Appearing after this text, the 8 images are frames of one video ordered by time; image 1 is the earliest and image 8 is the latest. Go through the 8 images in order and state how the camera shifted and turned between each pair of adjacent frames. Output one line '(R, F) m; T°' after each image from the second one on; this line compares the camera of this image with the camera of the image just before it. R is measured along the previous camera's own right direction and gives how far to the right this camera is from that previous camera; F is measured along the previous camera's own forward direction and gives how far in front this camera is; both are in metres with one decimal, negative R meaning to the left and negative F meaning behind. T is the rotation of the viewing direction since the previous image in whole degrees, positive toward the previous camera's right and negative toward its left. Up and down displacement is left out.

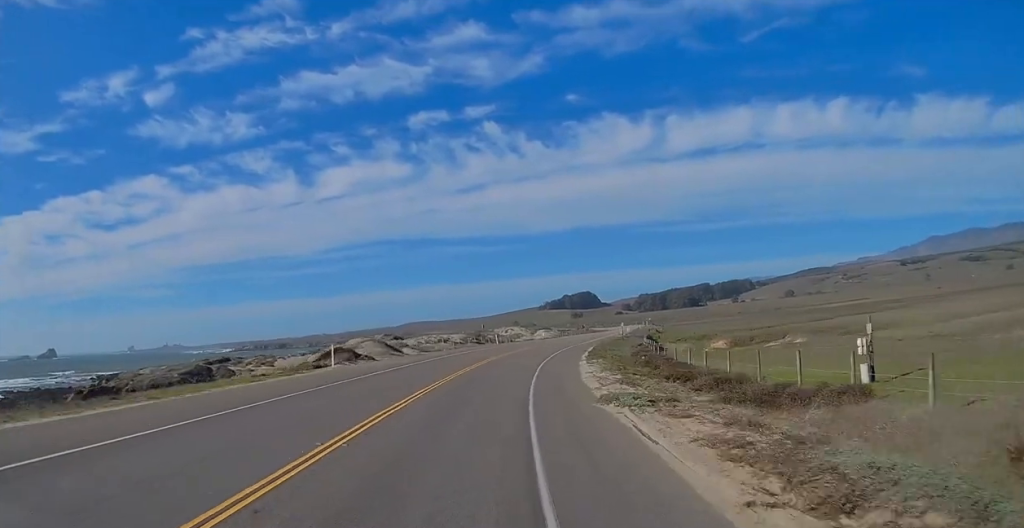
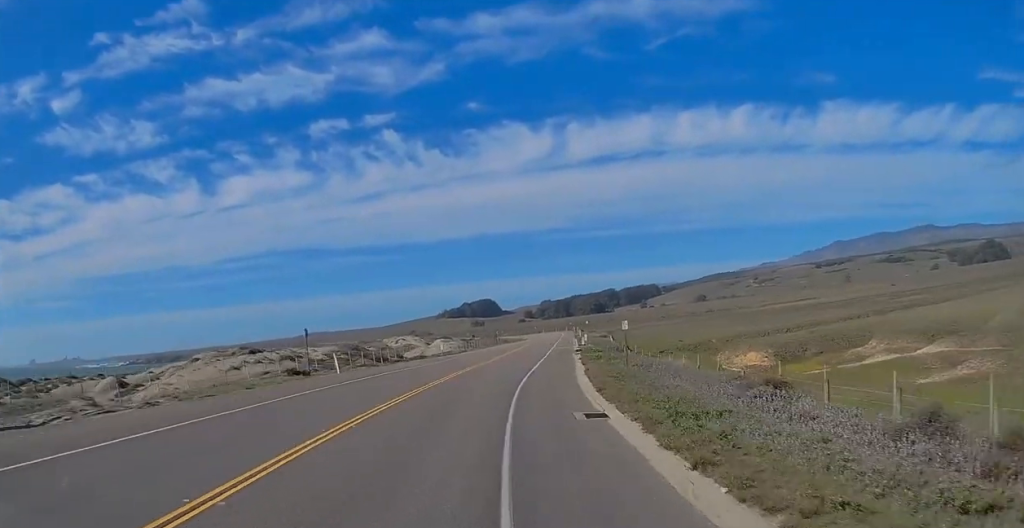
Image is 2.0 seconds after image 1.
(+4.7, +49.2) m; +11°
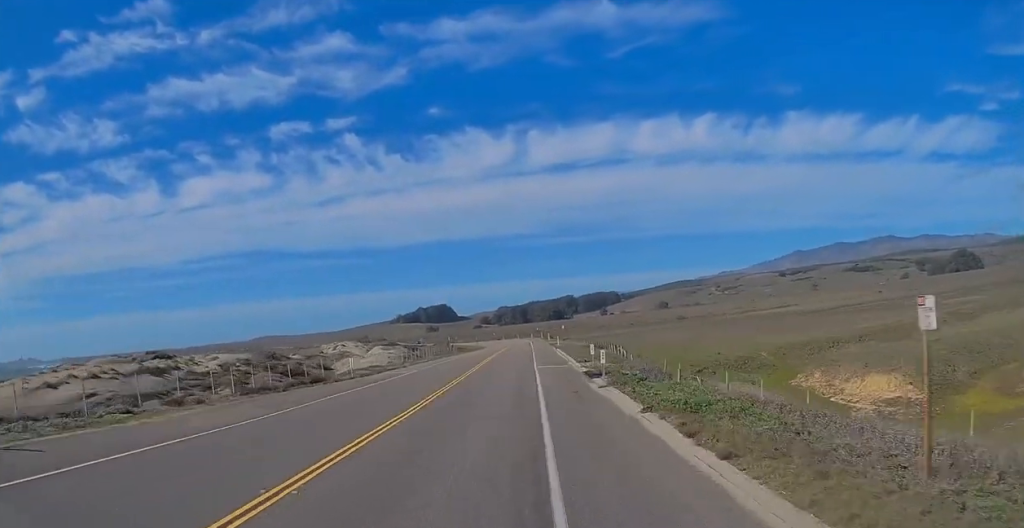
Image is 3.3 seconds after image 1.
(+1.1, +28.5) m; +3°
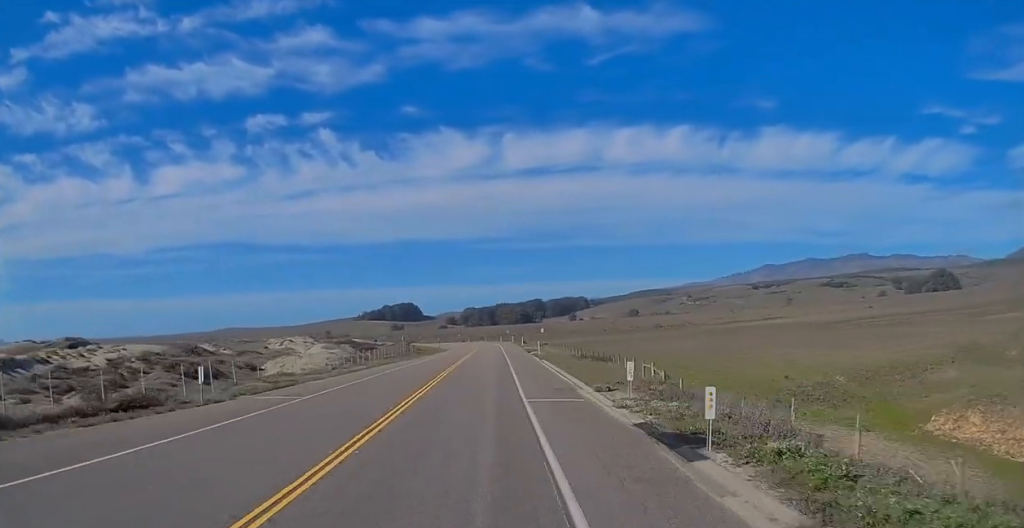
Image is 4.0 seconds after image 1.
(+0.1, +18.7) m; 0°
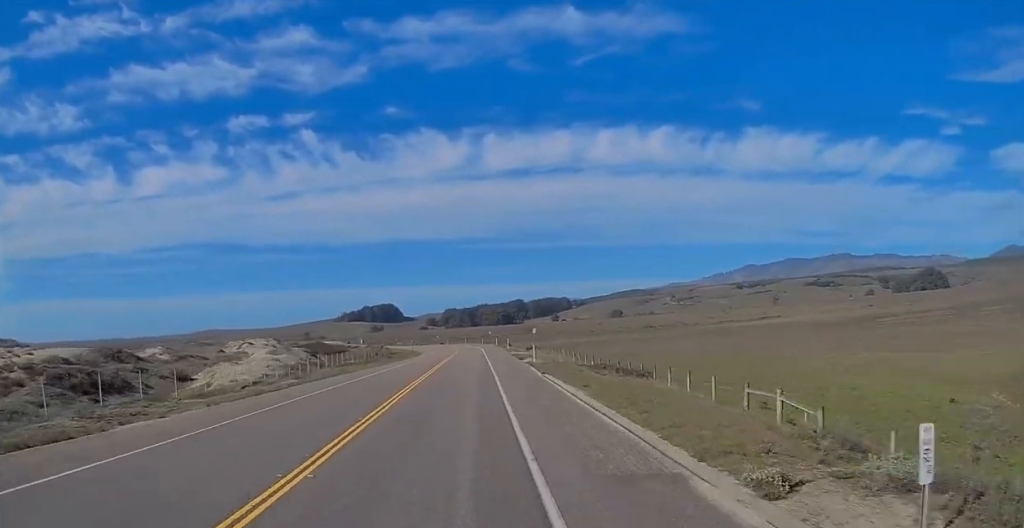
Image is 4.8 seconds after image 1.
(0.0, +16.8) m; 0°
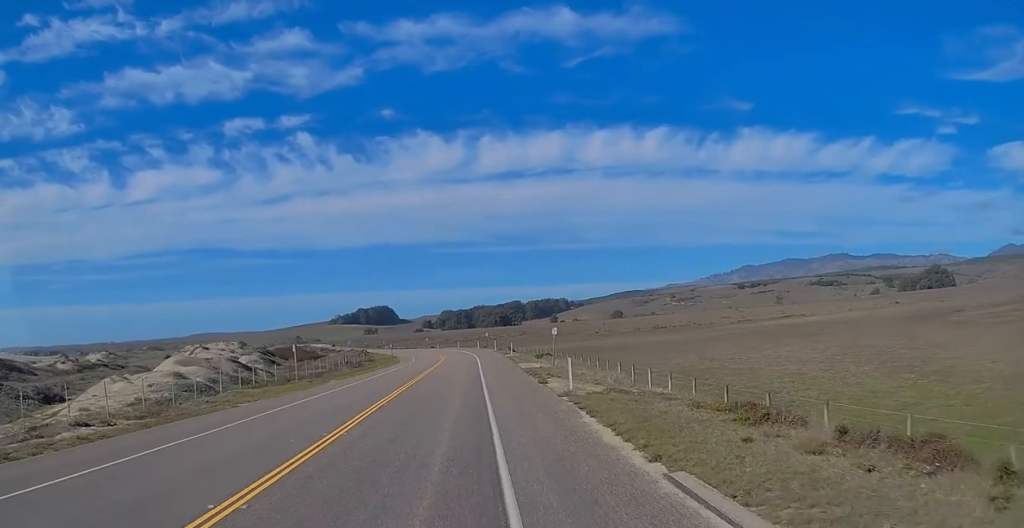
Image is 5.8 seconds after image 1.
(0.0, +23.7) m; 0°
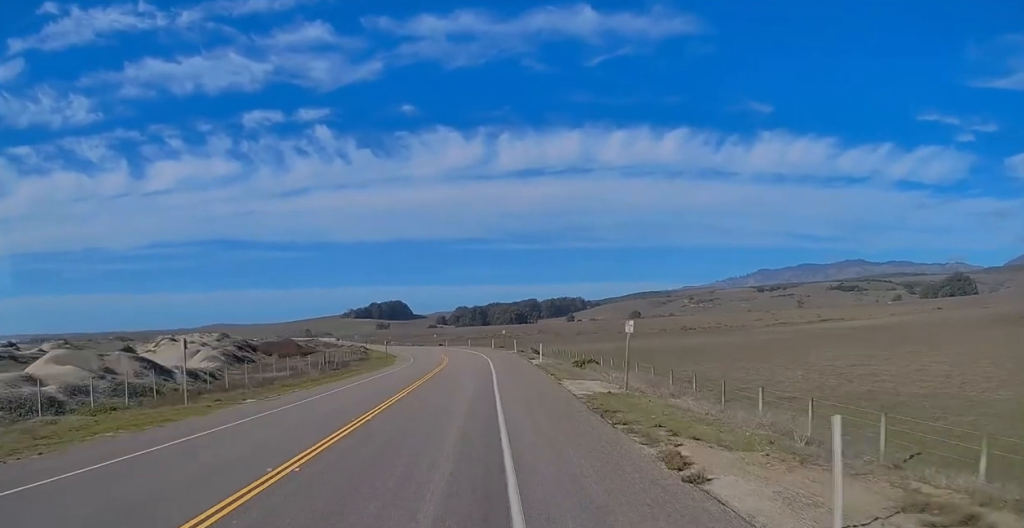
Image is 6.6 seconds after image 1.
(0.0, +19.7) m; -1°
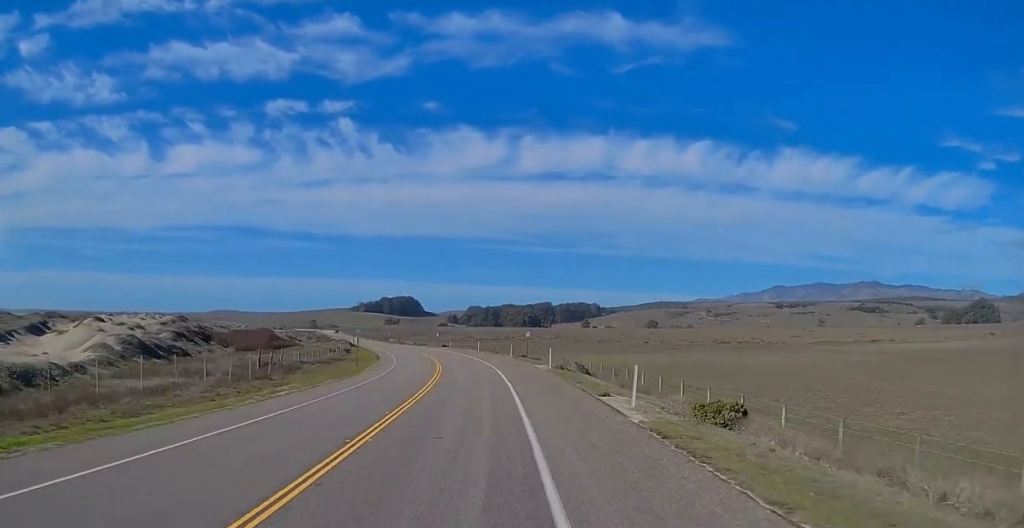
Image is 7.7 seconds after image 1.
(-0.3, +25.5) m; -2°
